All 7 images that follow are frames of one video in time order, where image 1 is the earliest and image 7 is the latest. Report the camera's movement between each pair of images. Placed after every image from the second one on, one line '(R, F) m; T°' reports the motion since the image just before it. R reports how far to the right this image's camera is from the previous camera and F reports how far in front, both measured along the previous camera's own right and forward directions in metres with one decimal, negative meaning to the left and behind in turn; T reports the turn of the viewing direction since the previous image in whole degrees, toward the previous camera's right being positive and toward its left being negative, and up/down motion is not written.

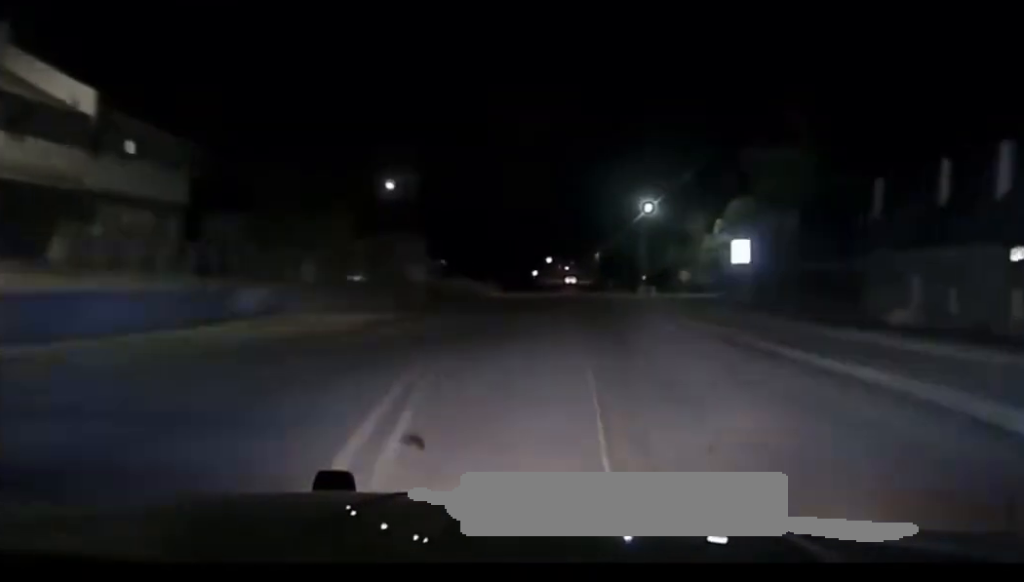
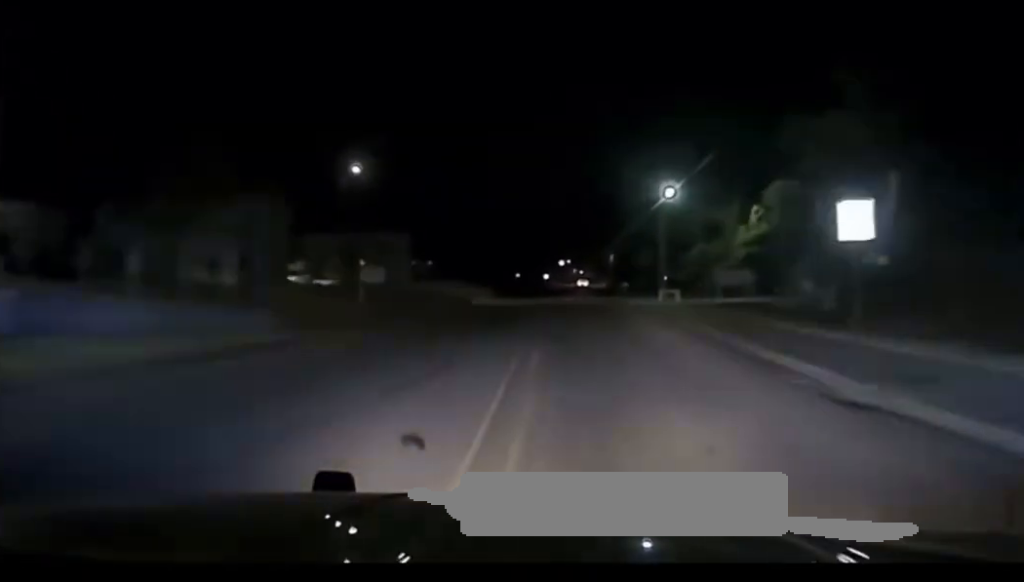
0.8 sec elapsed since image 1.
(-0.1, +17.3) m; -2°
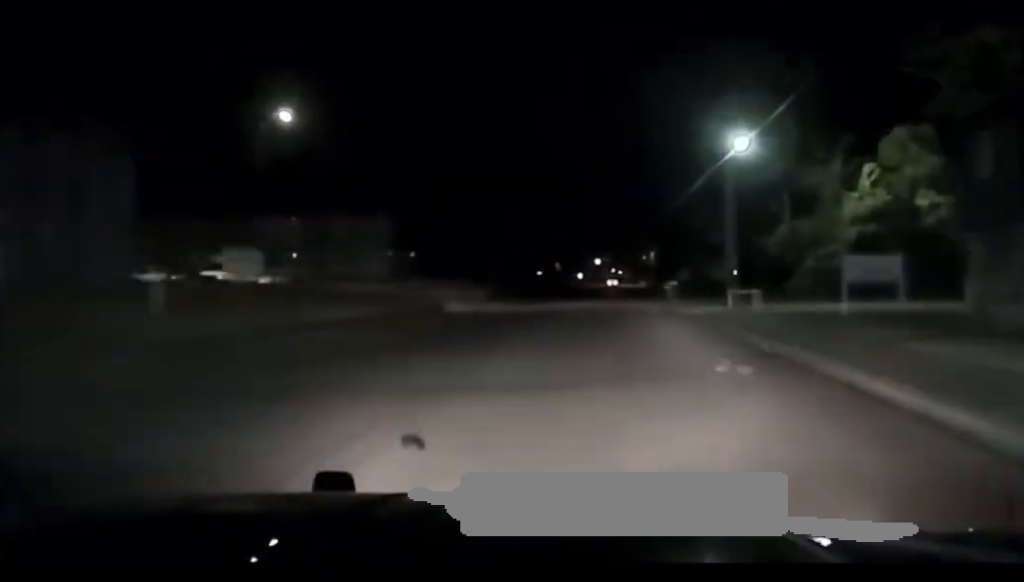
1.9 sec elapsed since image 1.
(-0.8, +26.6) m; -2°
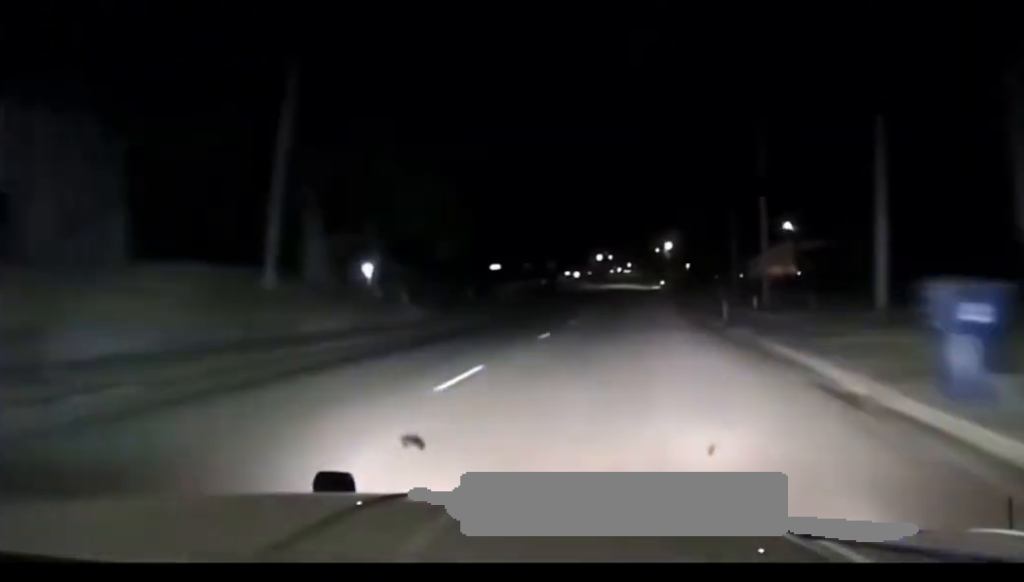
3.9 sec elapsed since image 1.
(+0.1, +61.8) m; +1°
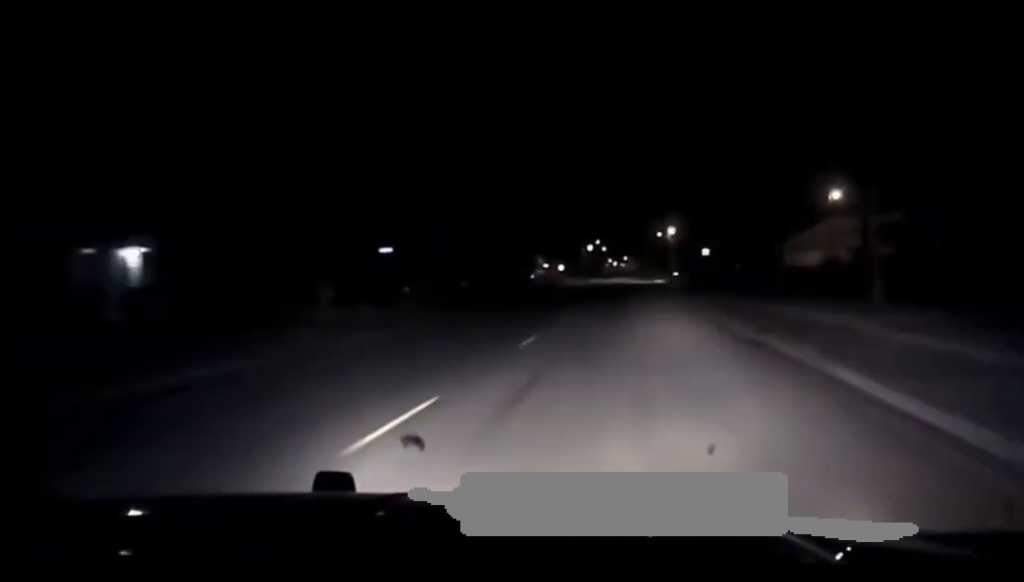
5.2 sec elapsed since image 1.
(-0.2, +45.7) m; 0°
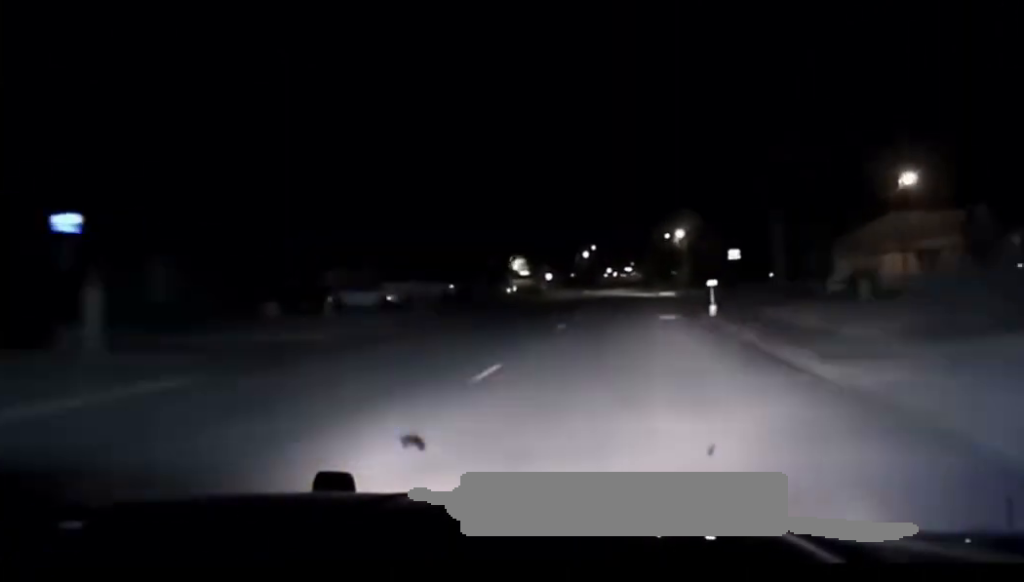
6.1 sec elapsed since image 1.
(+0.1, +27.0) m; 0°
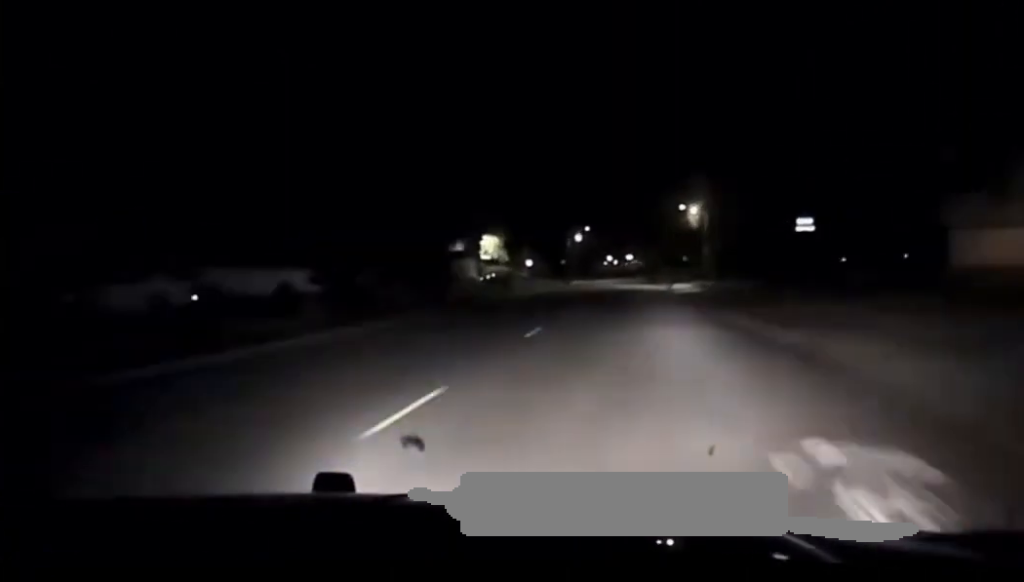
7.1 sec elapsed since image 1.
(+0.2, +29.5) m; 0°
